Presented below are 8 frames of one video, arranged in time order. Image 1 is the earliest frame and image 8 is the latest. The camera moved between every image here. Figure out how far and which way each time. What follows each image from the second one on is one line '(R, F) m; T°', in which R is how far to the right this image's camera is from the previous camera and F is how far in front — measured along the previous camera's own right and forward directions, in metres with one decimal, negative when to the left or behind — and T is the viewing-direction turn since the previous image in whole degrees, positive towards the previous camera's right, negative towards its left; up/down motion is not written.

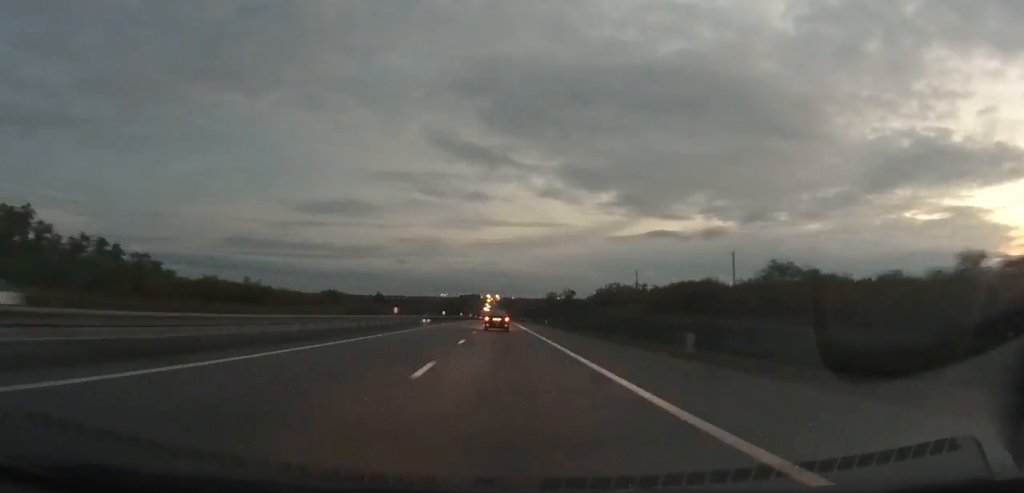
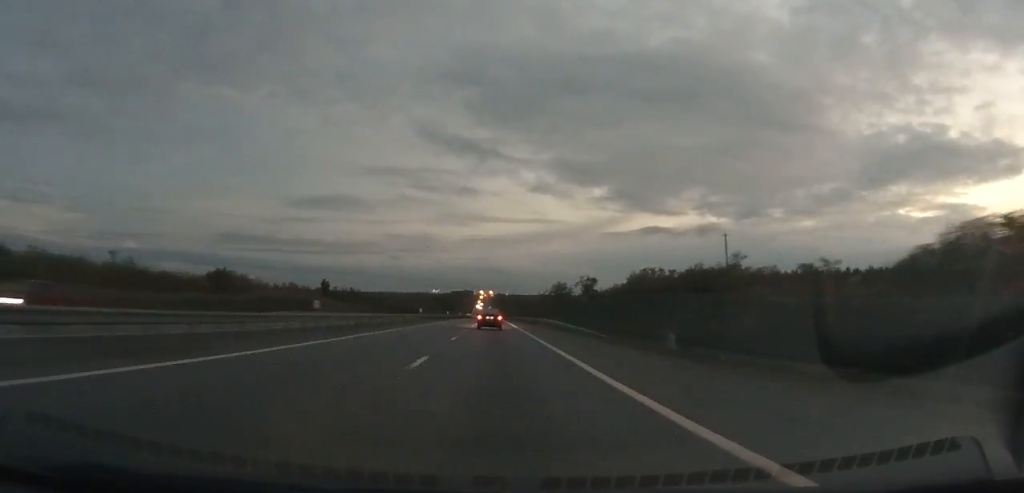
(-0.1, +57.5) m; 0°
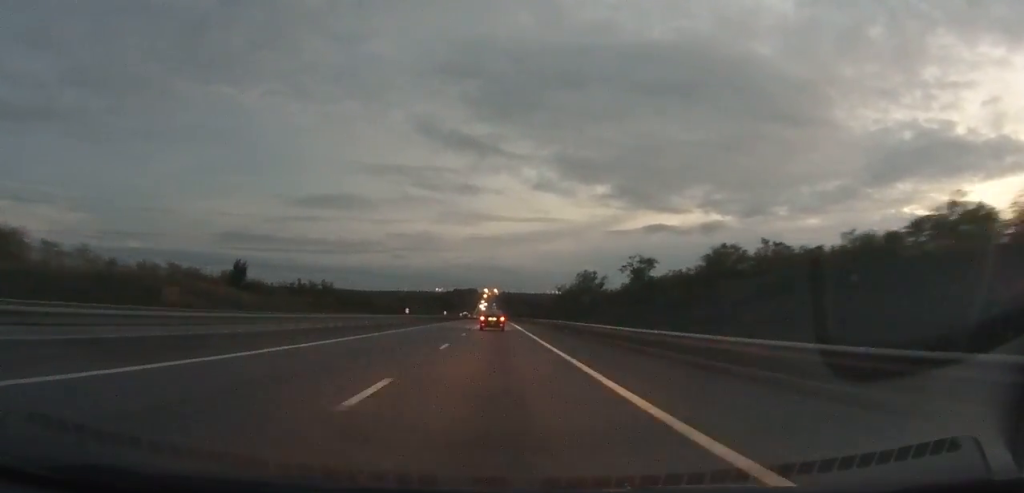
(0.0, +54.9) m; 0°
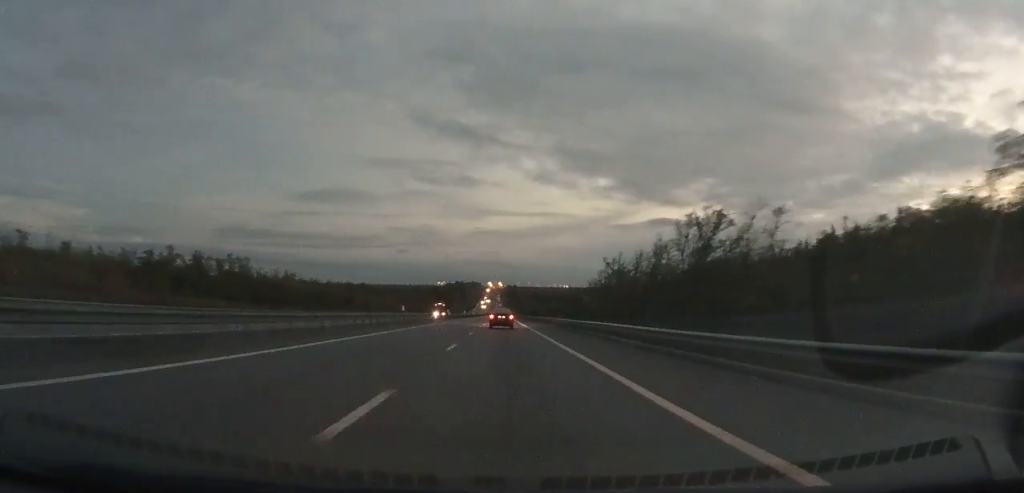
(+0.2, +88.4) m; 0°
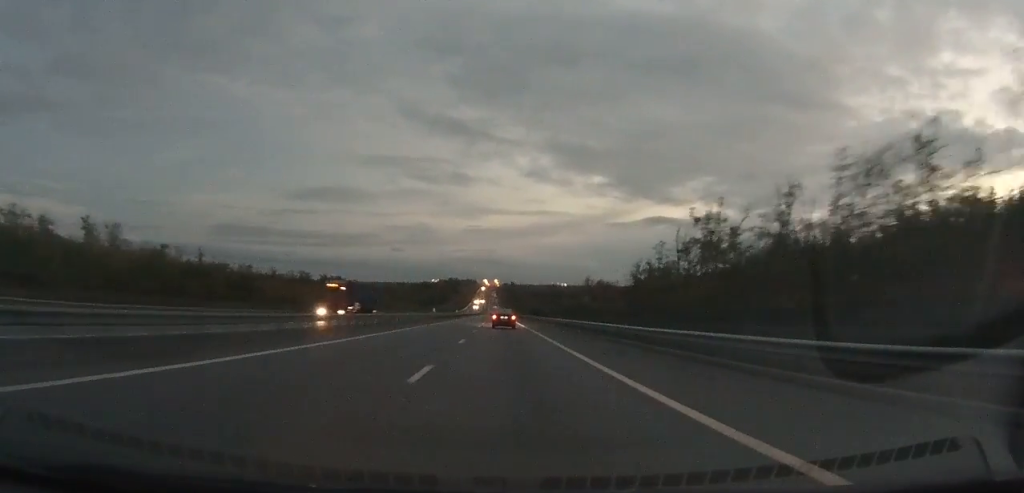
(0.0, +58.3) m; 0°
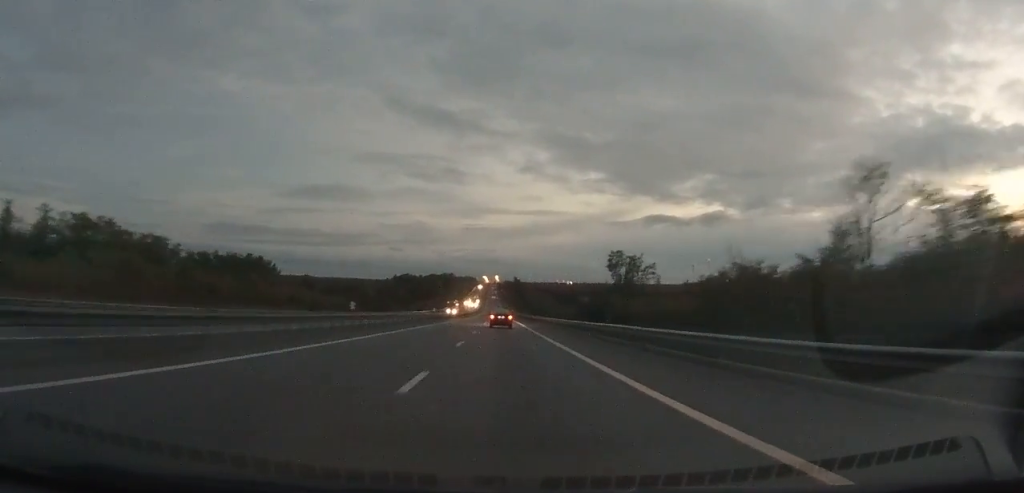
(-0.5, +124.9) m; 0°
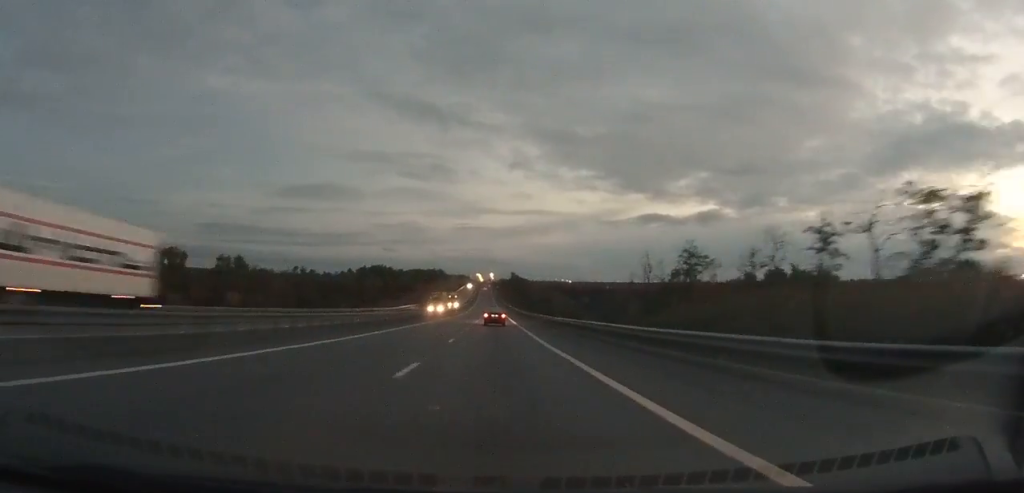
(+0.1, +95.2) m; 0°
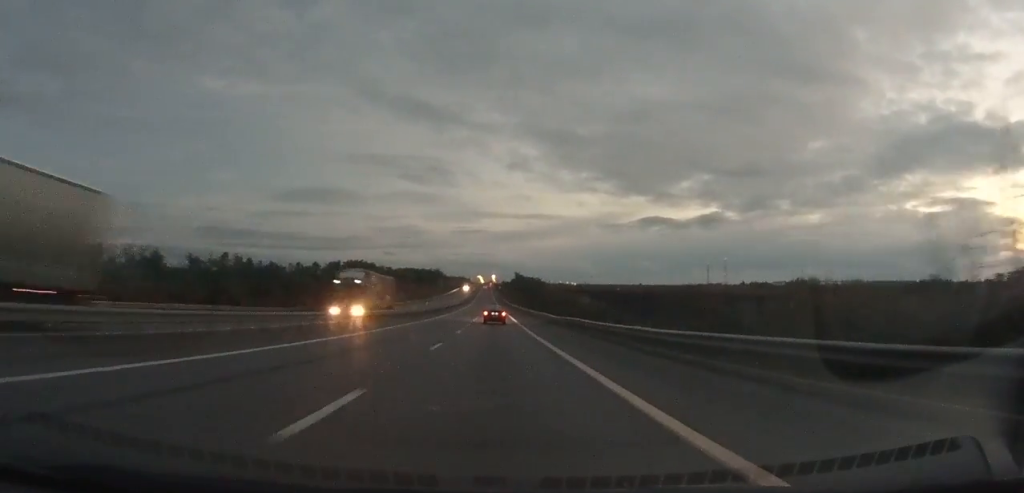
(0.0, +64.5) m; 0°
